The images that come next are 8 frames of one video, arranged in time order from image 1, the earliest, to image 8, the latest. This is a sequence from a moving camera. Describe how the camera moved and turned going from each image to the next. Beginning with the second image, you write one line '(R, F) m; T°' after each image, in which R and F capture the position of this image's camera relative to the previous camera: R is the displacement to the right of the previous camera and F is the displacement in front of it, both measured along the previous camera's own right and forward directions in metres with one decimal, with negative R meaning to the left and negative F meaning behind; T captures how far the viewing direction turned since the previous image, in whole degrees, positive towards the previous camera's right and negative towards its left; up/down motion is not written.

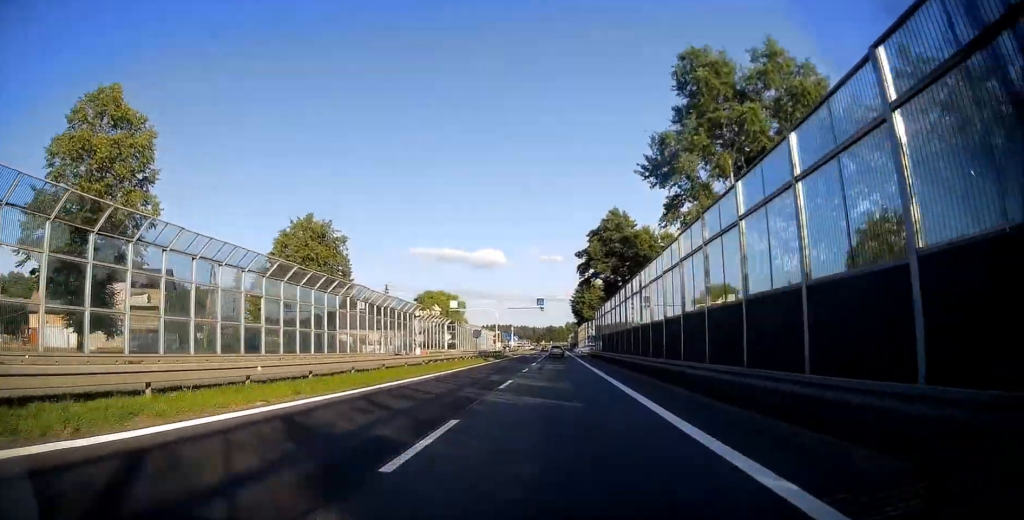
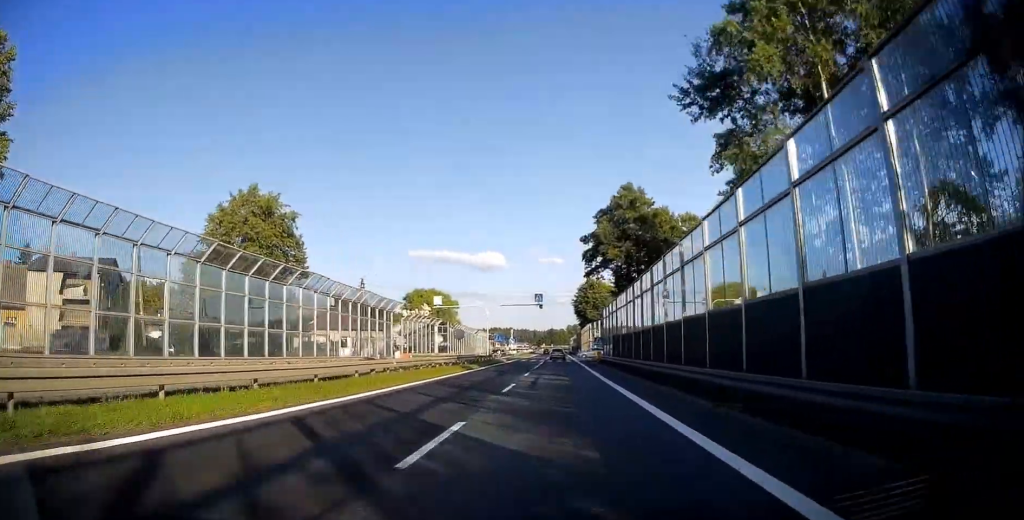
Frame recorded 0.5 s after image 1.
(-0.1, +11.6) m; 0°
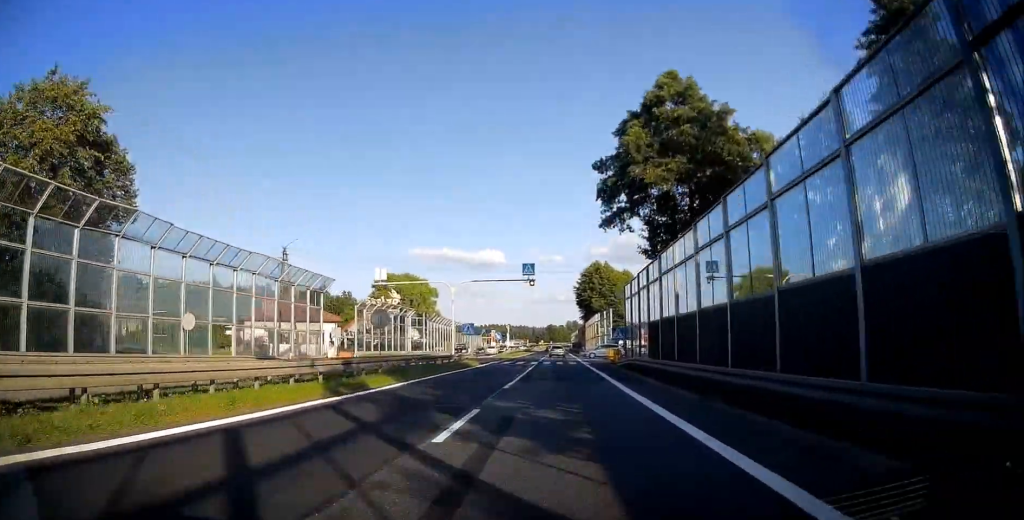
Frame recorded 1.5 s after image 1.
(-0.2, +22.3) m; -1°
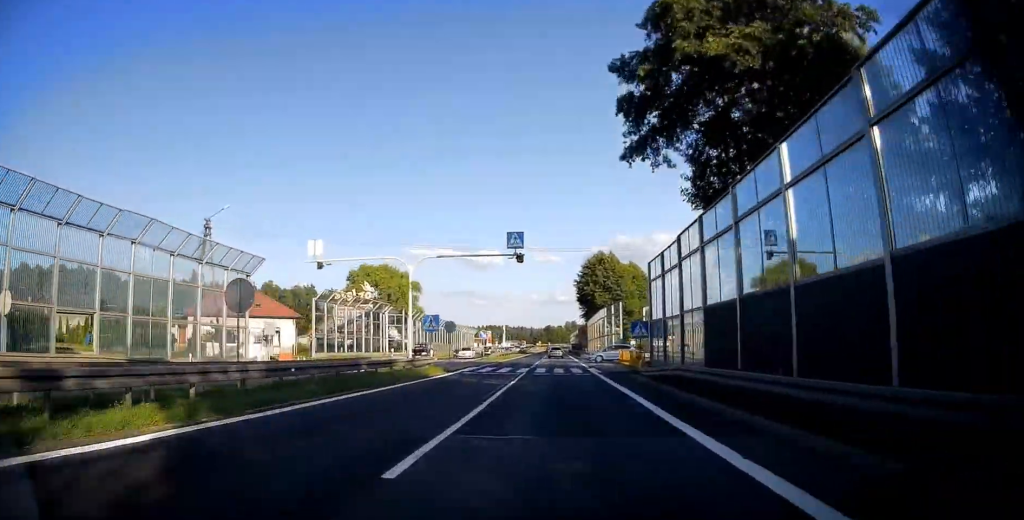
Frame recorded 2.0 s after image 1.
(+0.1, +12.9) m; 0°
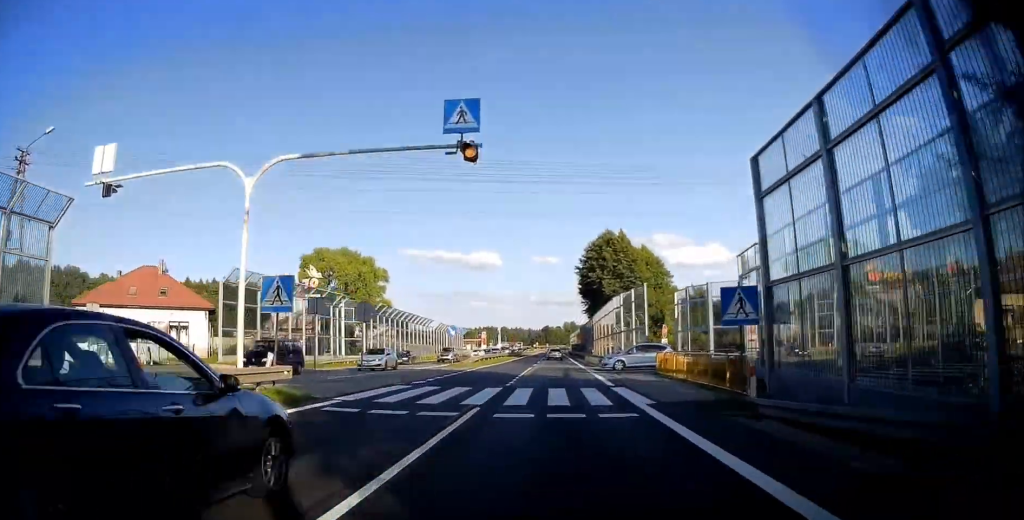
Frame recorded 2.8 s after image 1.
(-0.2, +18.1) m; 0°
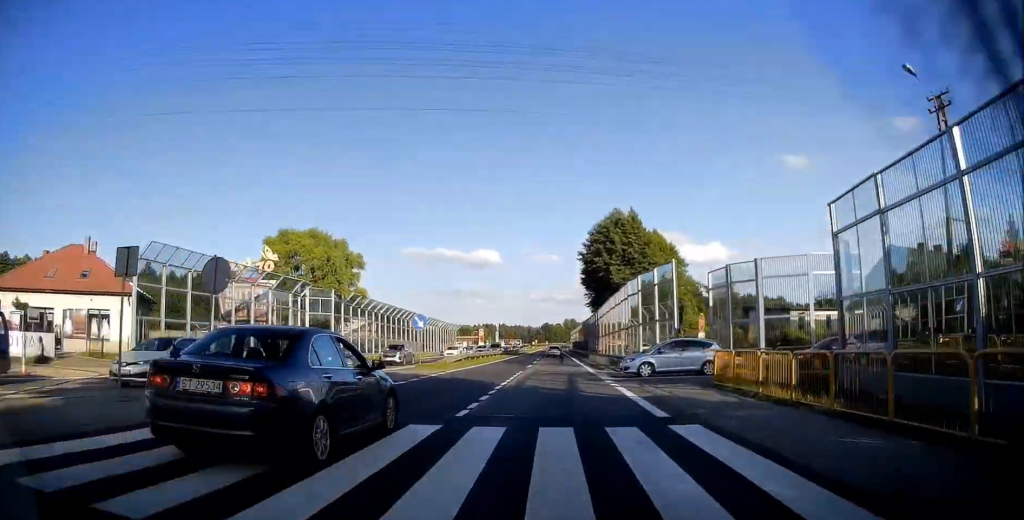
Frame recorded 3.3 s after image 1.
(-0.1, +10.6) m; 0°
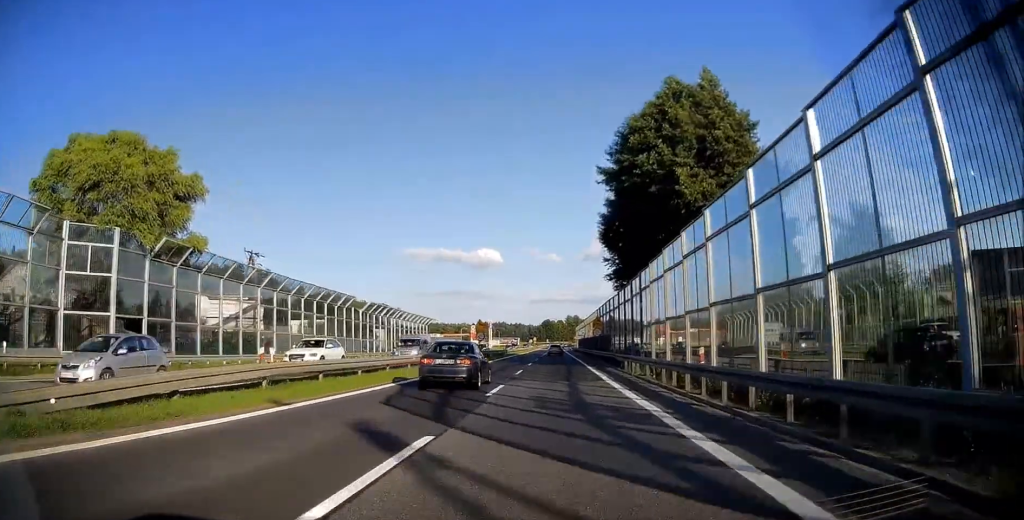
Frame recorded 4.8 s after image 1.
(+0.3, +34.2) m; 0°
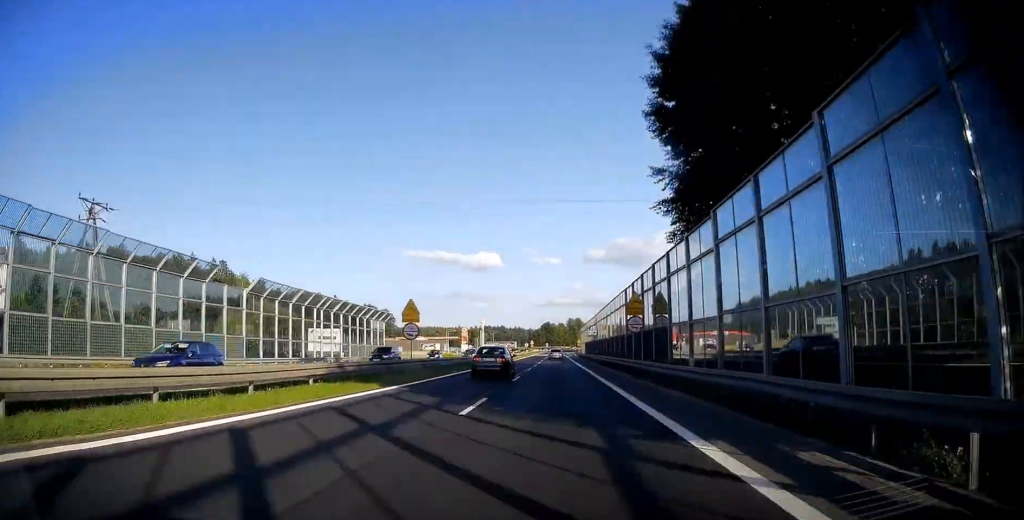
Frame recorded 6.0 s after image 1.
(-0.1, +28.6) m; 0°
